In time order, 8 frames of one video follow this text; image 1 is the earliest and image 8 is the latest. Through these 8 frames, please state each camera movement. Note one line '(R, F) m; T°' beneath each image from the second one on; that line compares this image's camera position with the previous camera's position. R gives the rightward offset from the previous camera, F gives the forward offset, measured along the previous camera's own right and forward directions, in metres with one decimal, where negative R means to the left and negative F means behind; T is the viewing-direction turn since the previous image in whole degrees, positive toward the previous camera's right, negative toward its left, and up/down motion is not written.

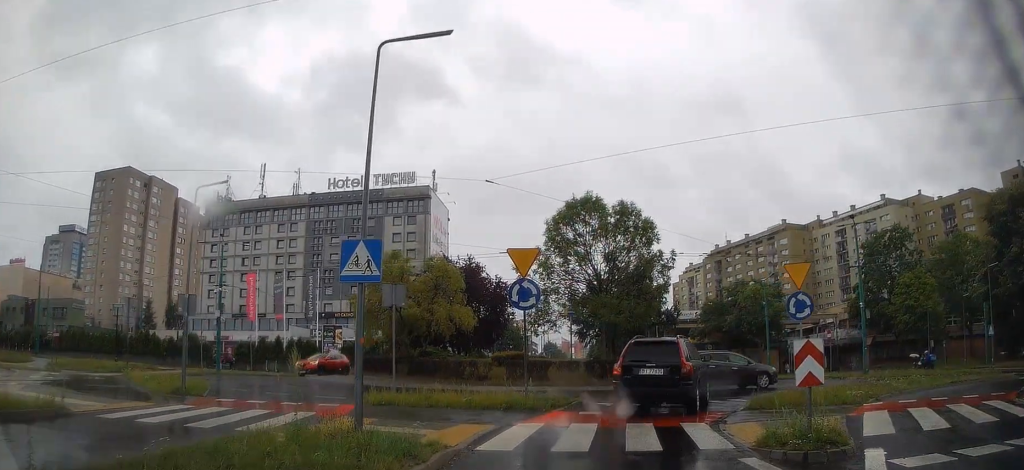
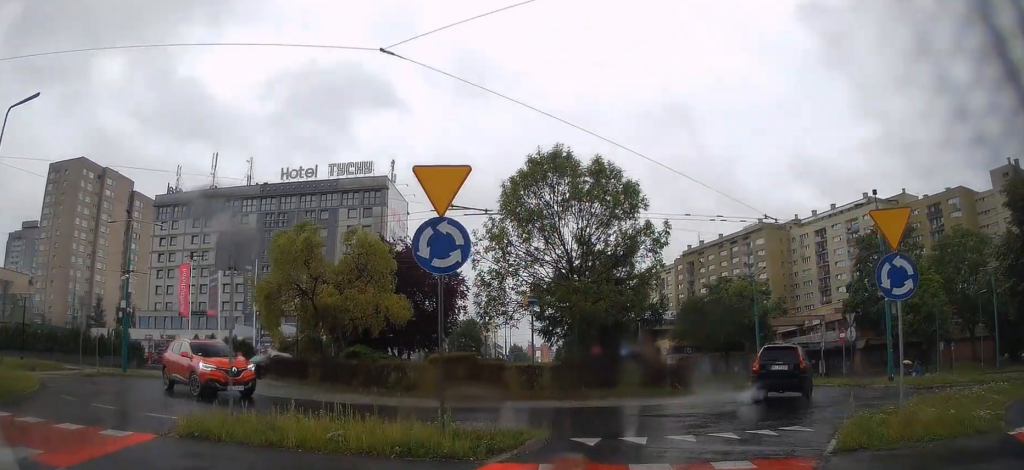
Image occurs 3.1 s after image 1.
(+0.7, +5.6) m; +17°
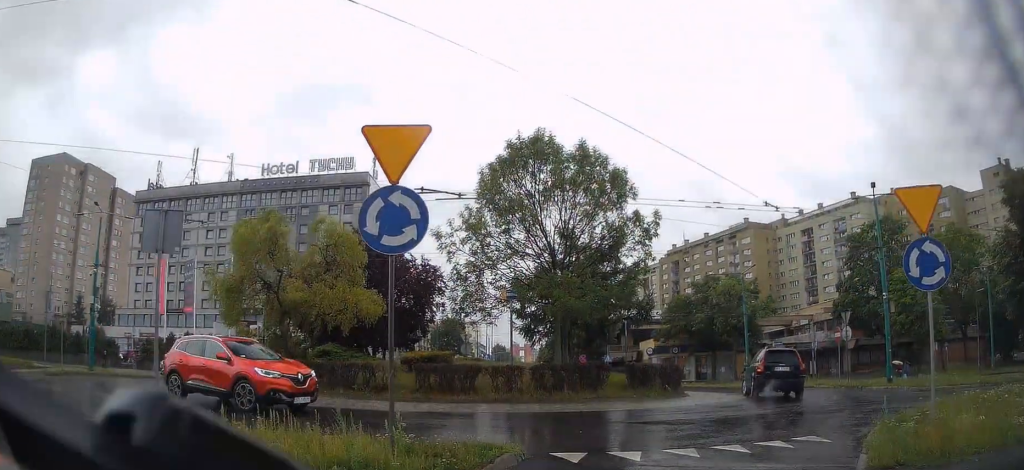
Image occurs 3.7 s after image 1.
(+0.1, +1.3) m; +3°
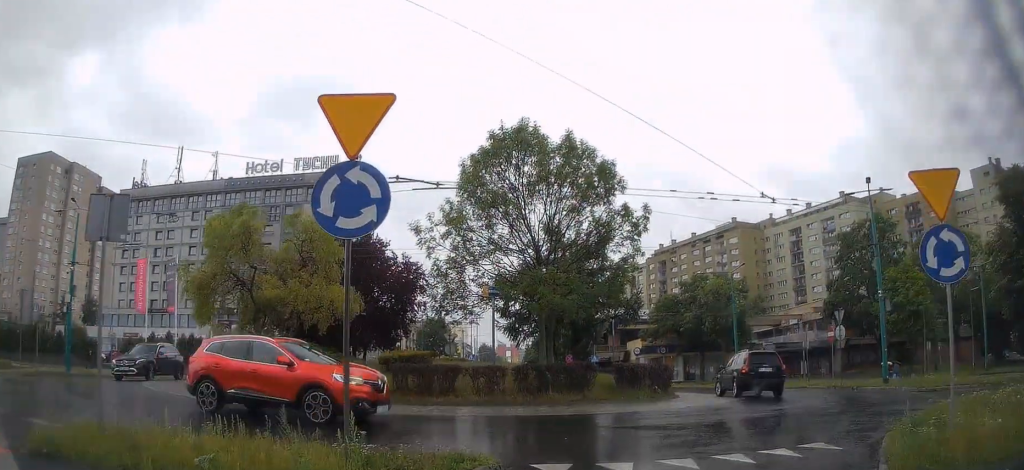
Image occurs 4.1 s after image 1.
(+0.1, +0.8) m; -1°
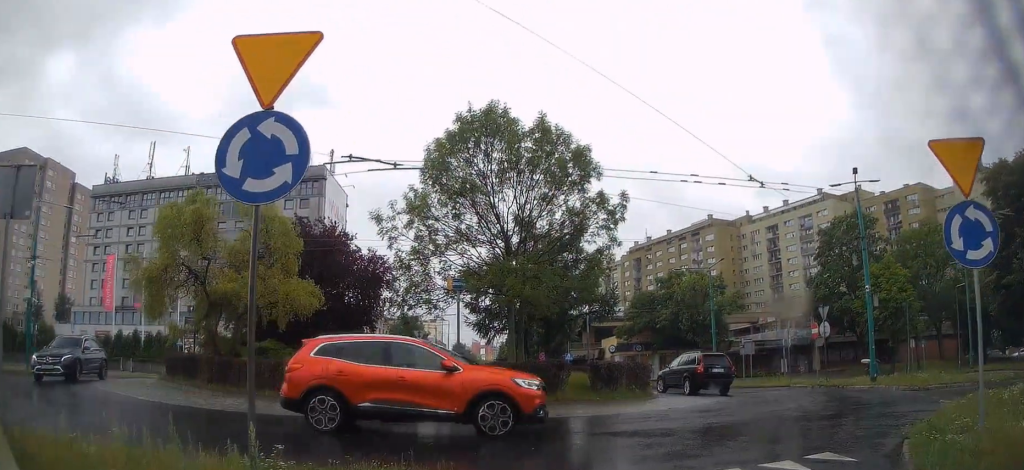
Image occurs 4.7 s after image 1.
(0.0, +1.4) m; 0°
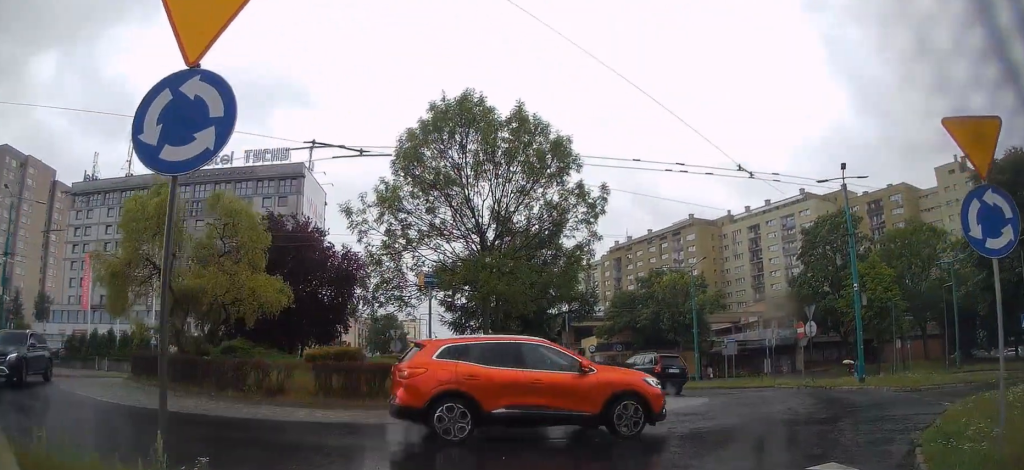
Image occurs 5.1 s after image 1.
(-0.2, +1.1) m; +1°
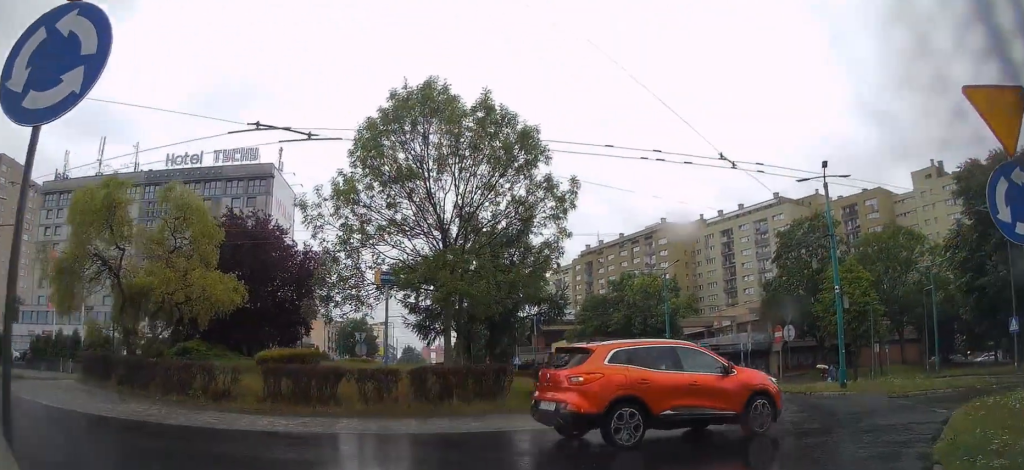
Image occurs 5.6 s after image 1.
(0.0, +1.5) m; +4°
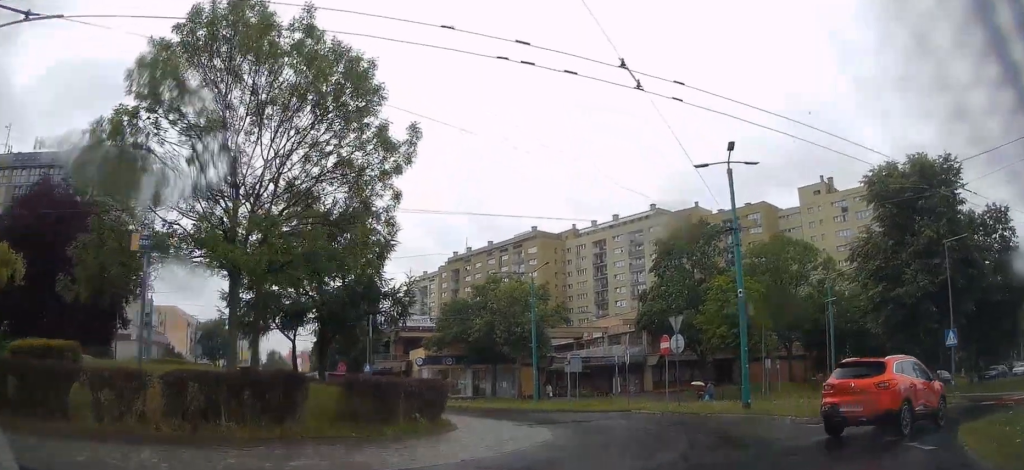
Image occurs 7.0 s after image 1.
(+1.0, +5.8) m; +11°
